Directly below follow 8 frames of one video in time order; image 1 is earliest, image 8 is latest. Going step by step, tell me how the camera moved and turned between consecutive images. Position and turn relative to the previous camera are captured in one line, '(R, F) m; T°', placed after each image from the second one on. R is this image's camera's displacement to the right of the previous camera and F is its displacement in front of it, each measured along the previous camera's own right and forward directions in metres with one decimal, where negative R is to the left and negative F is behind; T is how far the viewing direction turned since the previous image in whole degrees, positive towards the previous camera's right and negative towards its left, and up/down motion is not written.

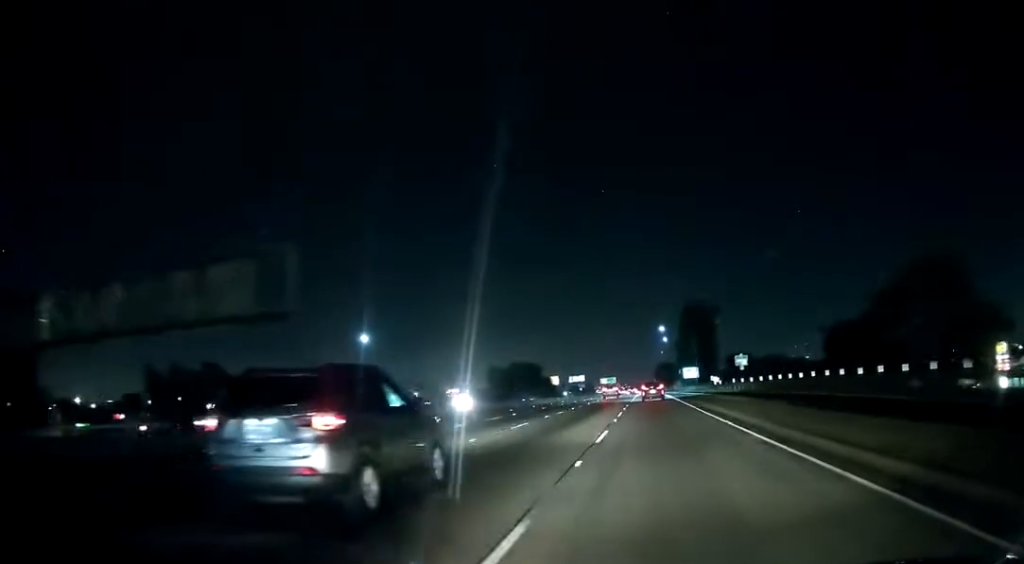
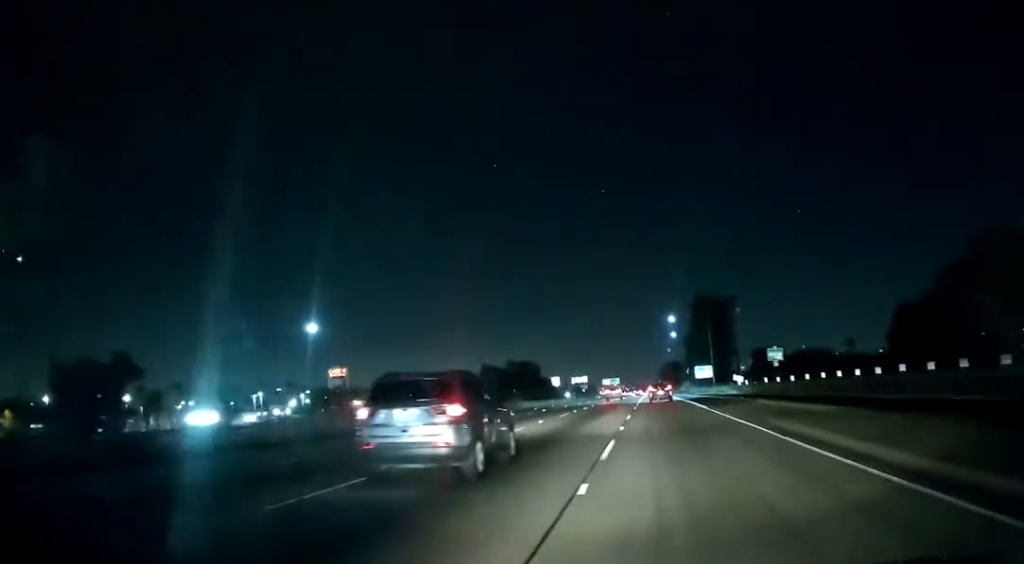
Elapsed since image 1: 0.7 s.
(-0.4, +19.4) m; 0°
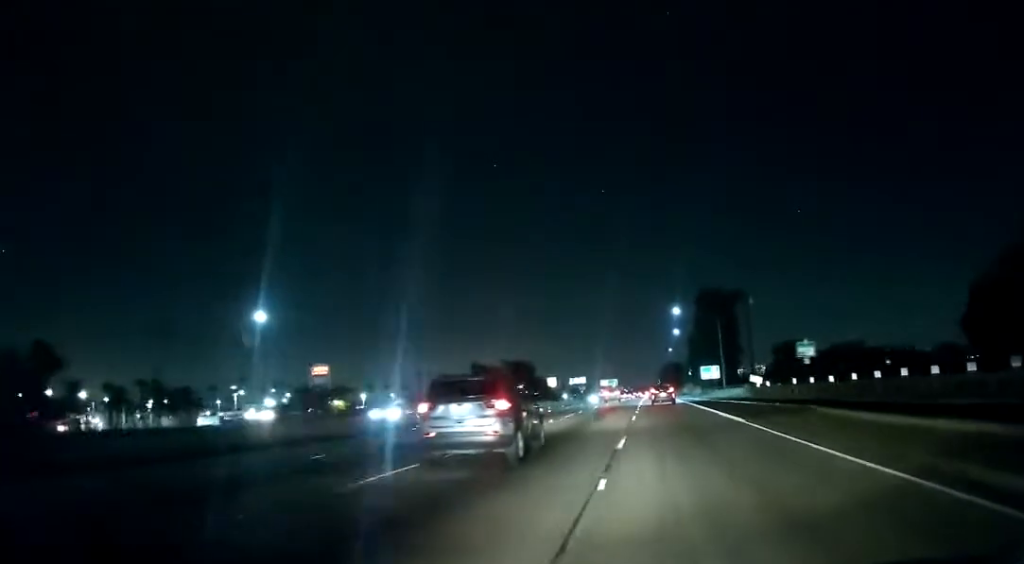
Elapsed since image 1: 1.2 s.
(-0.1, +12.3) m; 0°
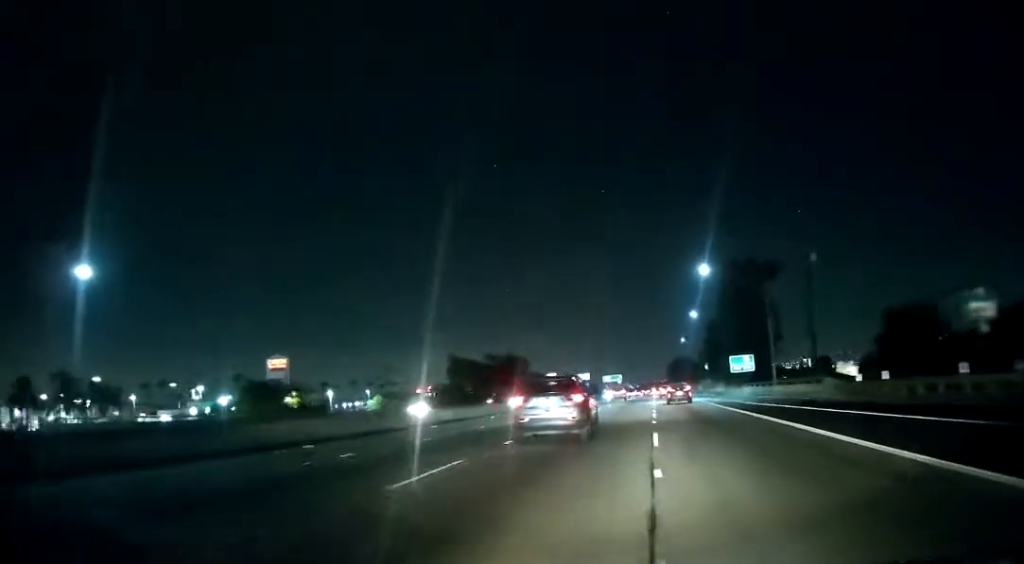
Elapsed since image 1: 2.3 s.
(+0.3, +29.3) m; 0°
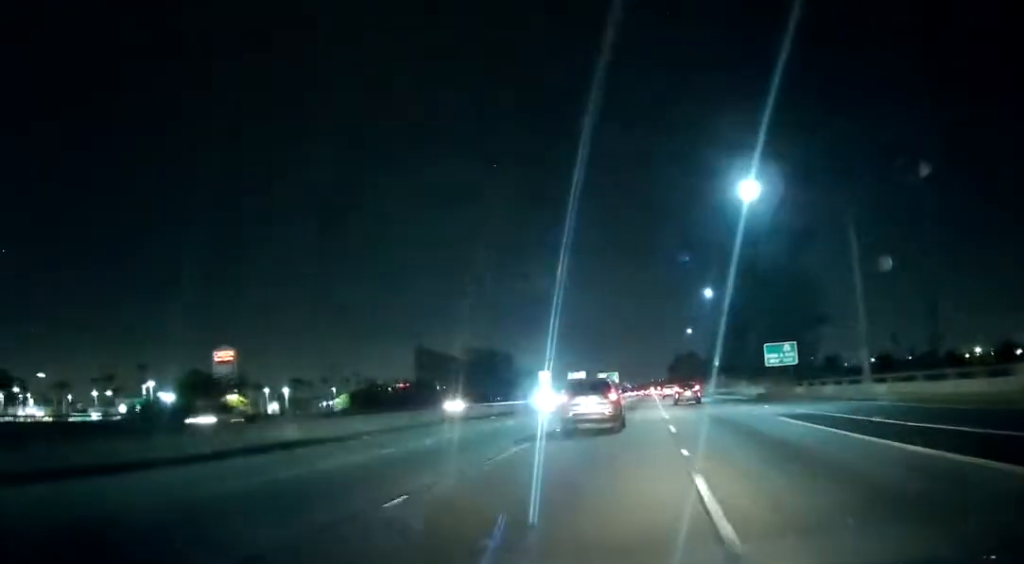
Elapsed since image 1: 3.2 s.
(-0.1, +25.0) m; -1°
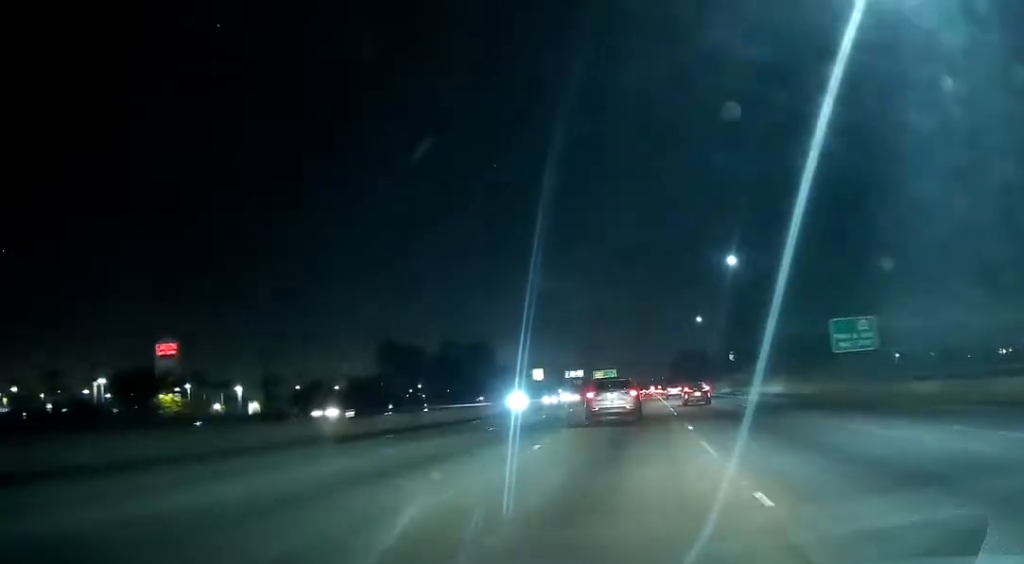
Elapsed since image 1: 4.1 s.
(-0.3, +22.3) m; -1°
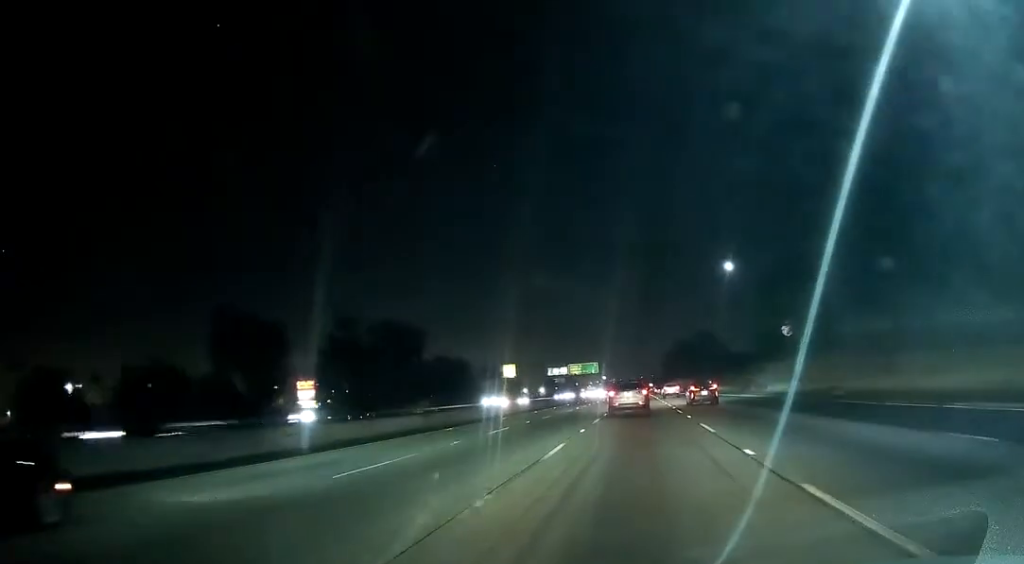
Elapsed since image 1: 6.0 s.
(+1.3, +51.7) m; +2°
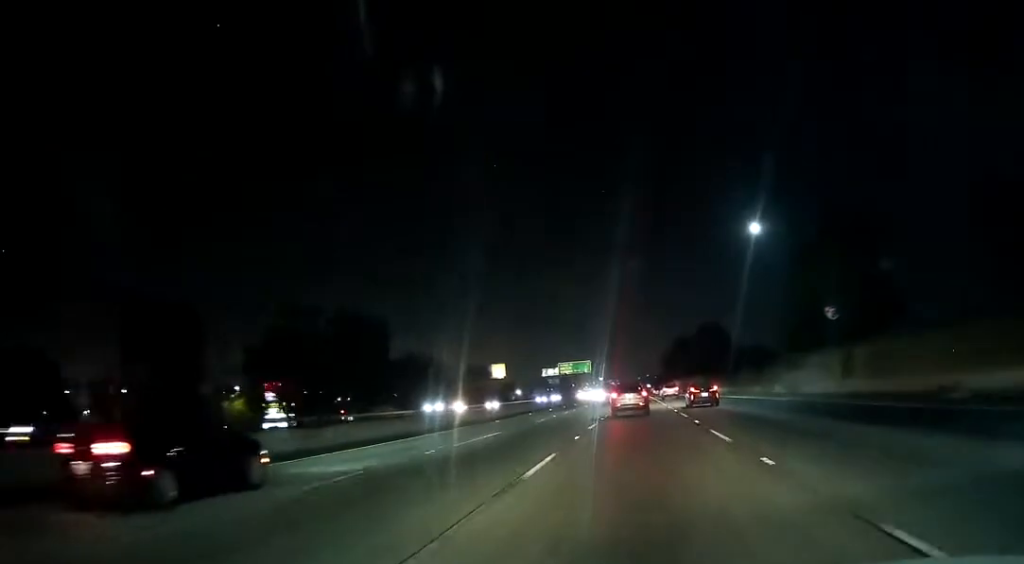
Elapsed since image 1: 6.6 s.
(-0.3, +17.0) m; 0°
